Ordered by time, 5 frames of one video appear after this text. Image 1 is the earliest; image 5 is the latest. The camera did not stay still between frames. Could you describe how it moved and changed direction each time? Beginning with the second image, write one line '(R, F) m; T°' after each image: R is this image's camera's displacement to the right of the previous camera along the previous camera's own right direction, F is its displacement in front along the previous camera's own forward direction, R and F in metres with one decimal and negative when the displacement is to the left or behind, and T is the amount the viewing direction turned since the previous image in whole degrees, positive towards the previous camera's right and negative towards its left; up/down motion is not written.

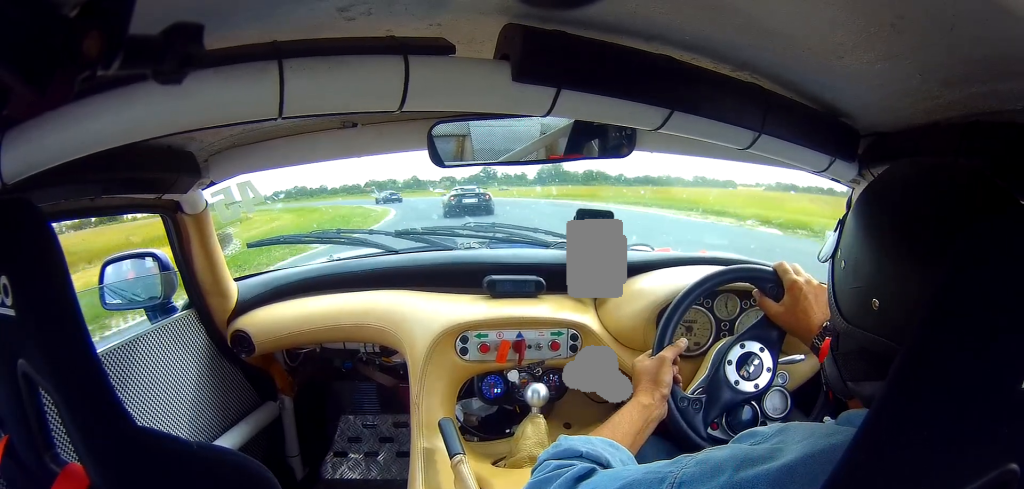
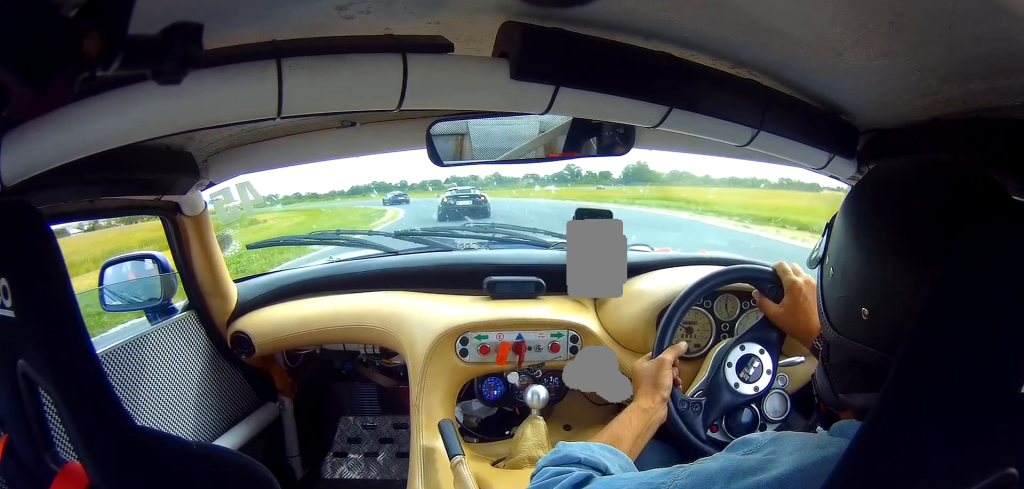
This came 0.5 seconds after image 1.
(-0.8, +12.7) m; -9°
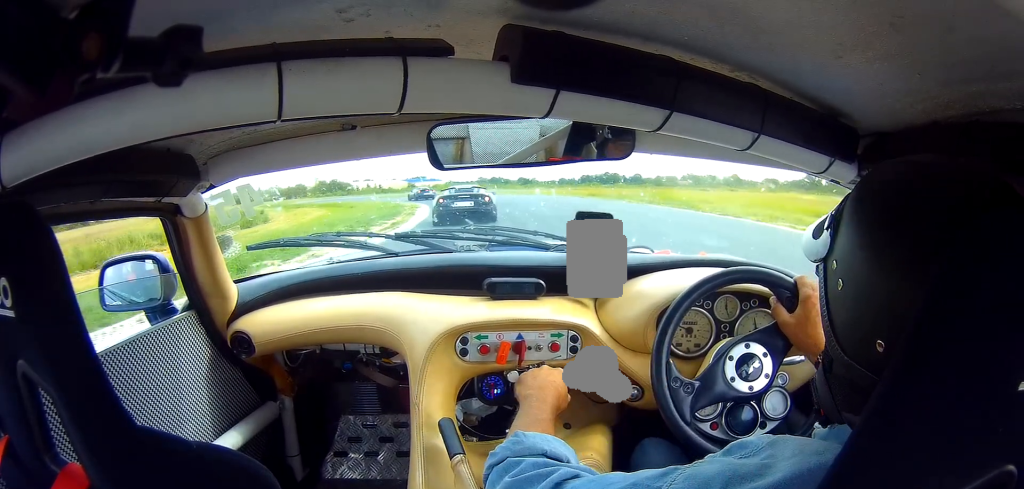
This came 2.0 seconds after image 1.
(-7.2, +34.9) m; -21°
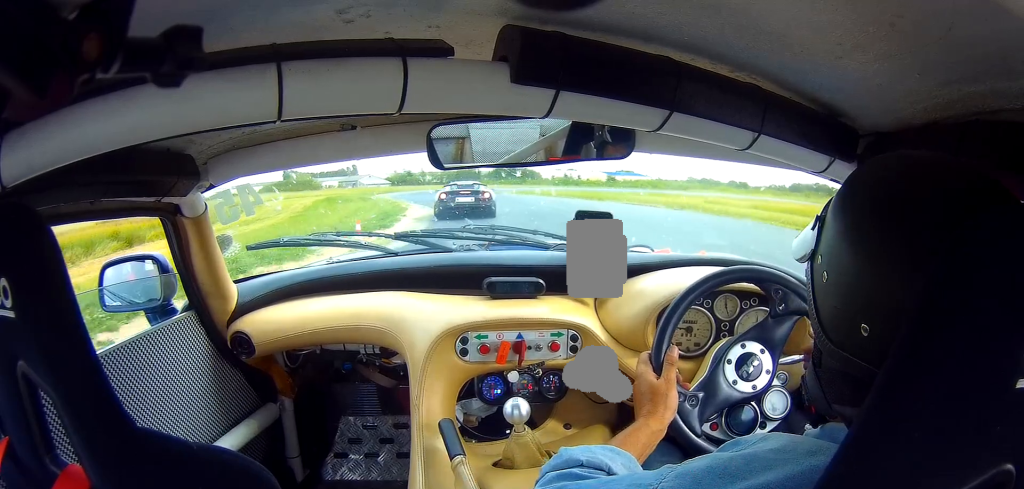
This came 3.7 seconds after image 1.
(-6.1, +33.2) m; -22°
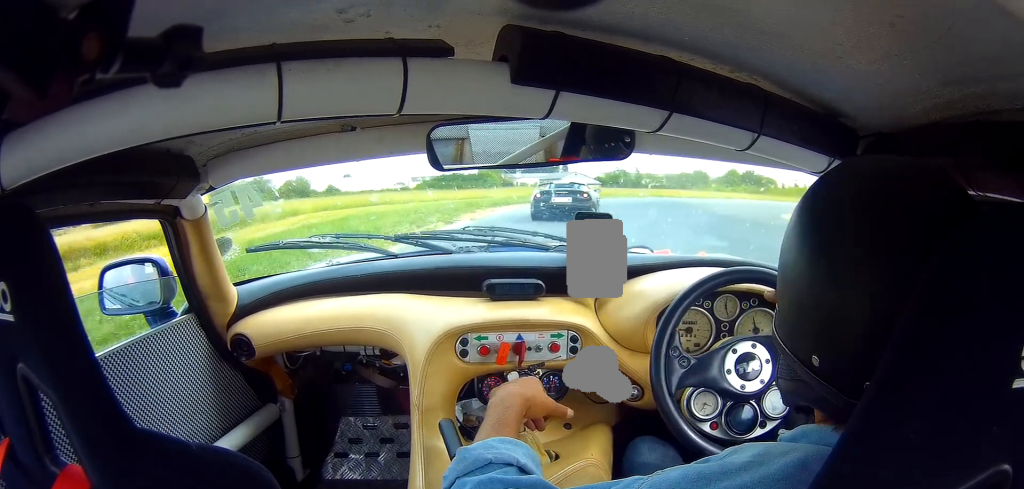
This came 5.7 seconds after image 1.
(-5.8, +33.6) m; -15°
